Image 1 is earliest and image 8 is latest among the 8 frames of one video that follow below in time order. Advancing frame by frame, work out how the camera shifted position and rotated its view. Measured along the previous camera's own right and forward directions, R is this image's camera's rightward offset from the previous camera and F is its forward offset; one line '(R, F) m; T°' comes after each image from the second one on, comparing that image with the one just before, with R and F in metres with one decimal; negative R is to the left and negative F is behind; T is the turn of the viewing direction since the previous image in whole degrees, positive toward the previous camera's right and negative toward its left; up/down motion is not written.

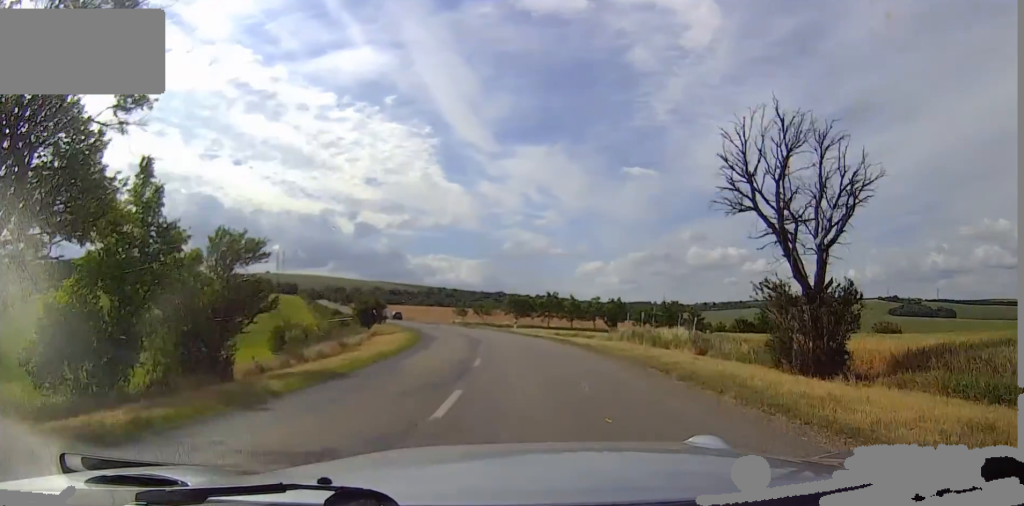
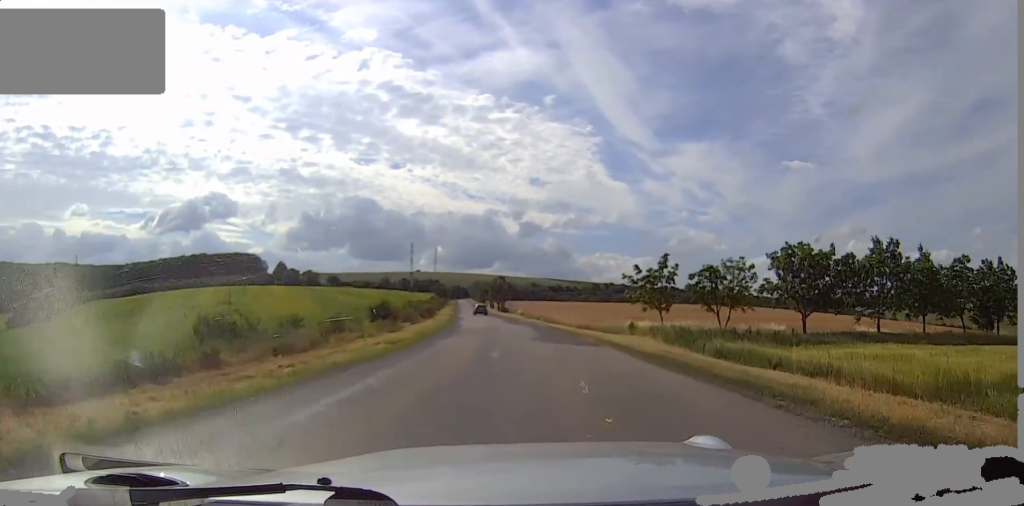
(-6.5, +69.1) m; -13°
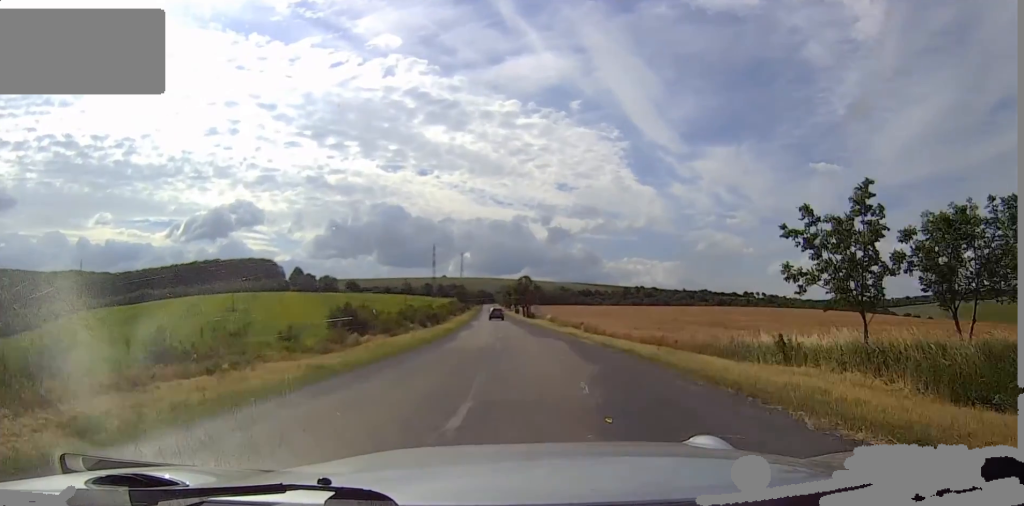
(-1.1, +19.7) m; -4°
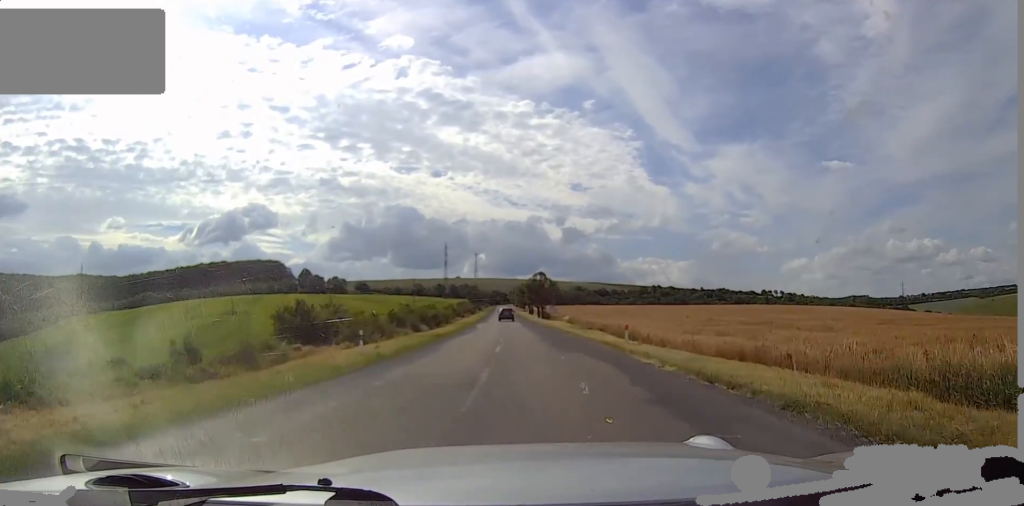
(0.0, +12.0) m; -1°
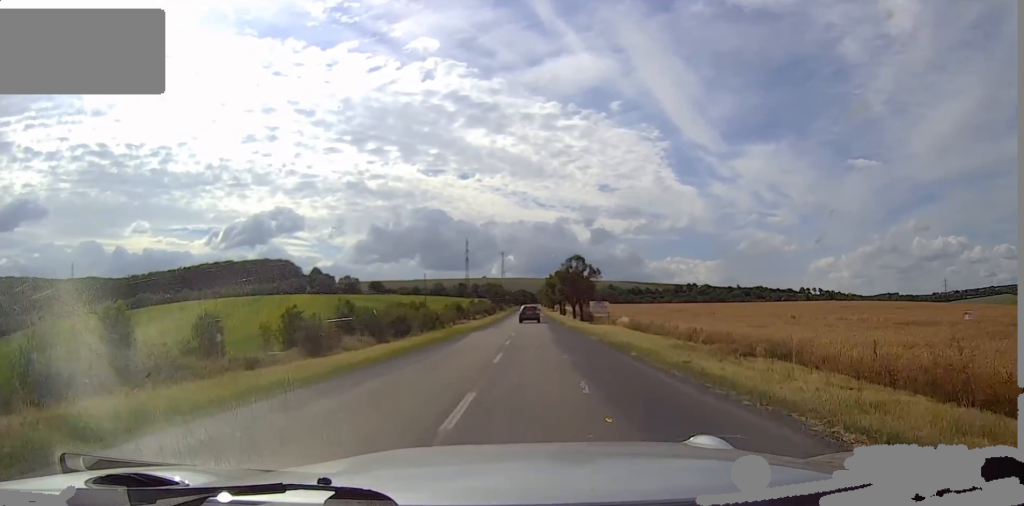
(-1.0, +32.4) m; -3°
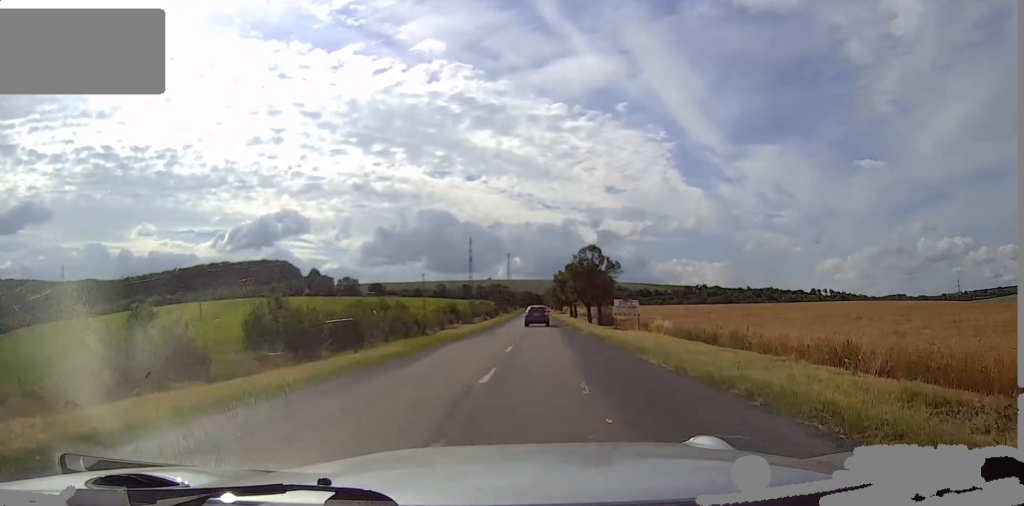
(-0.1, +13.7) m; 0°
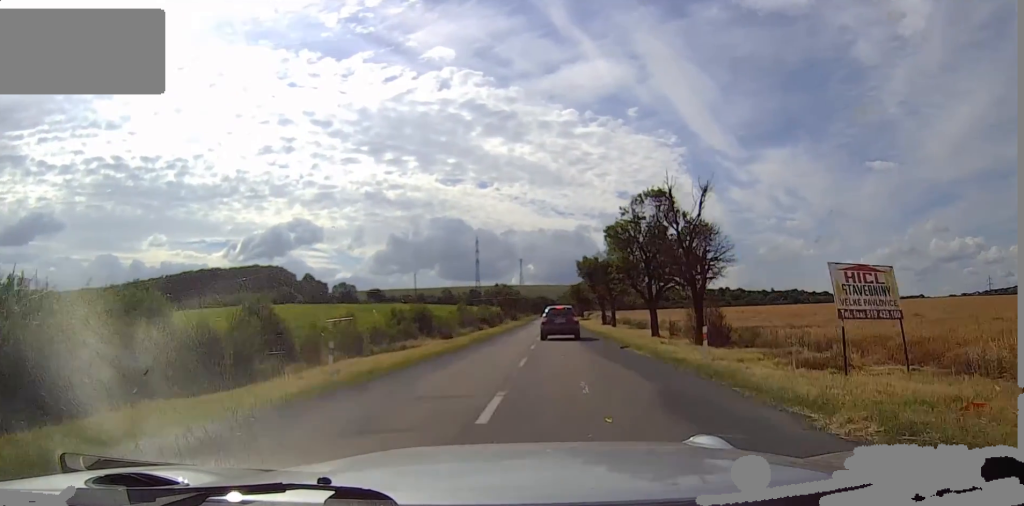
(+0.3, +32.7) m; 0°
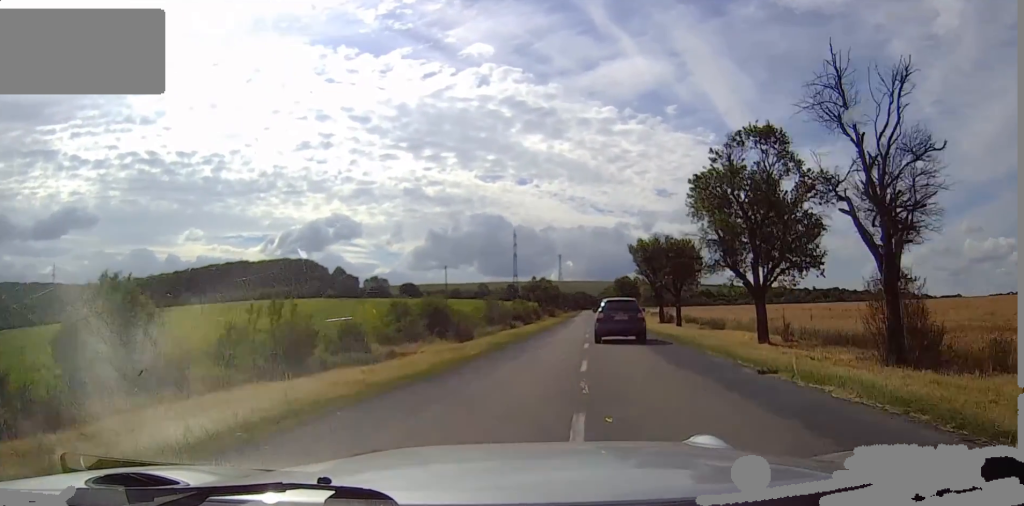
(+0.1, +12.2) m; -1°
